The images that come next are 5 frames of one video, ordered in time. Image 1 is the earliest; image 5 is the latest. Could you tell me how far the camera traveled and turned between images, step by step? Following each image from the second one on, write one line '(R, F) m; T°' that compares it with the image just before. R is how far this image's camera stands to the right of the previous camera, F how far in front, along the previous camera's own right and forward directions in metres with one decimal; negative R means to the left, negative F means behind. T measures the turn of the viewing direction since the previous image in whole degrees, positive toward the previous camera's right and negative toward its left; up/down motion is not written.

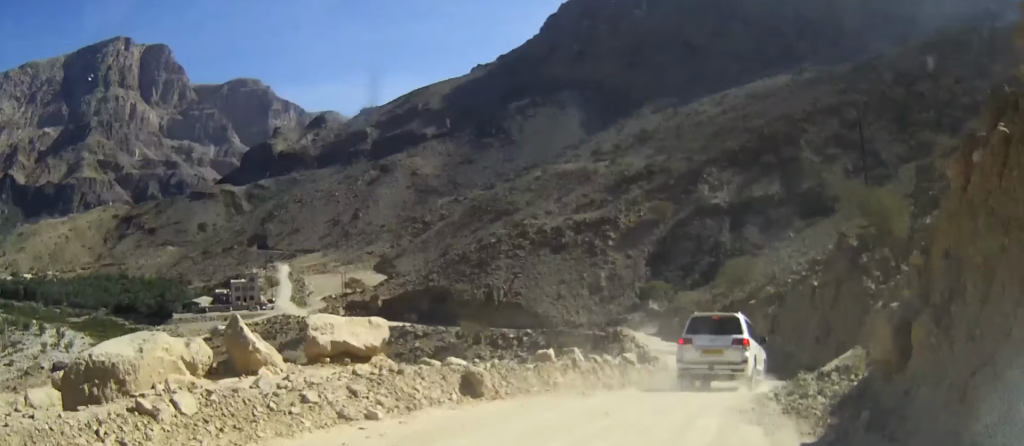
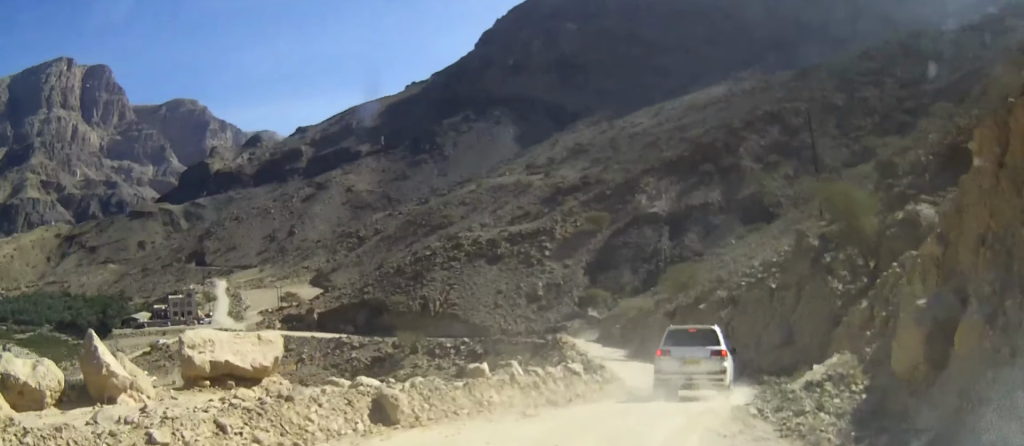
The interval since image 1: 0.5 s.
(+0.2, +2.7) m; +4°
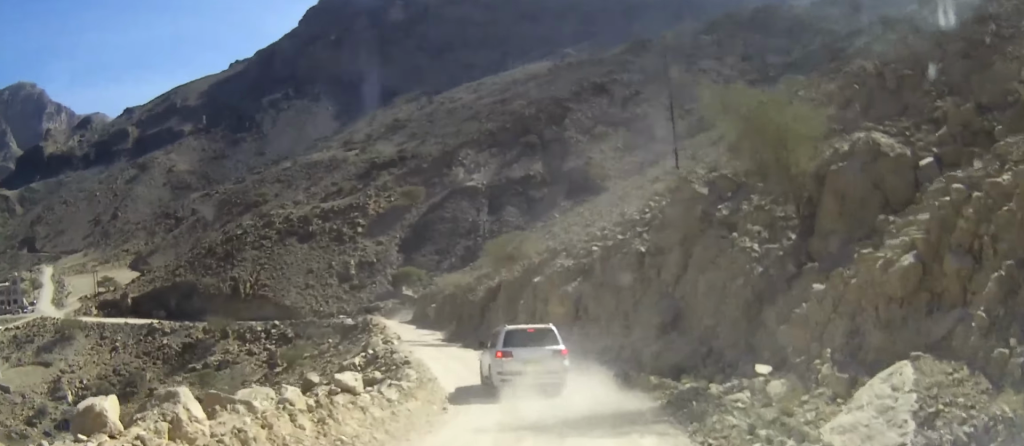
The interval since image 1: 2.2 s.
(+1.0, +8.9) m; +11°
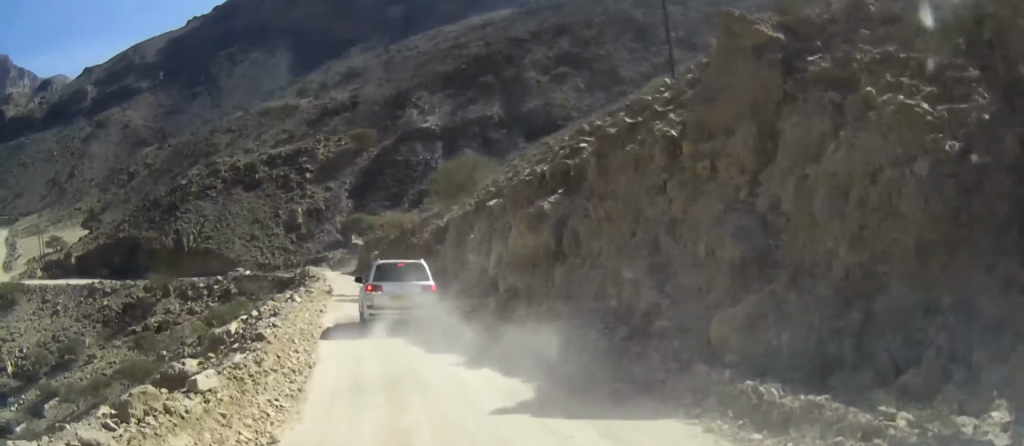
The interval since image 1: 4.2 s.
(+0.7, +10.8) m; +3°
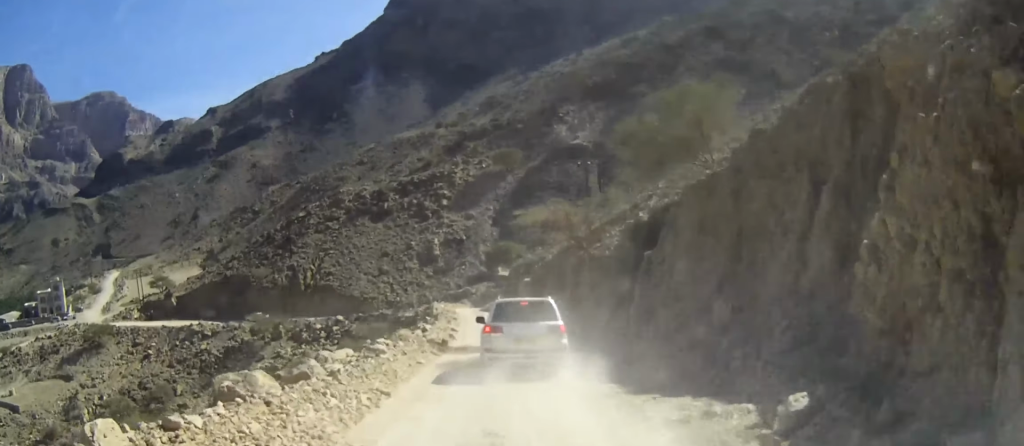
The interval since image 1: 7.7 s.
(-2.6, +21.4) m; -9°
